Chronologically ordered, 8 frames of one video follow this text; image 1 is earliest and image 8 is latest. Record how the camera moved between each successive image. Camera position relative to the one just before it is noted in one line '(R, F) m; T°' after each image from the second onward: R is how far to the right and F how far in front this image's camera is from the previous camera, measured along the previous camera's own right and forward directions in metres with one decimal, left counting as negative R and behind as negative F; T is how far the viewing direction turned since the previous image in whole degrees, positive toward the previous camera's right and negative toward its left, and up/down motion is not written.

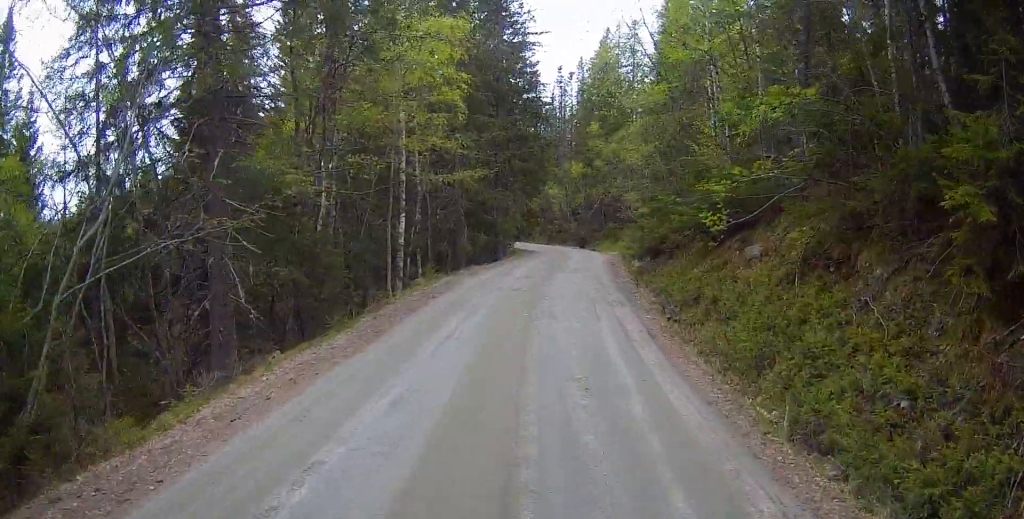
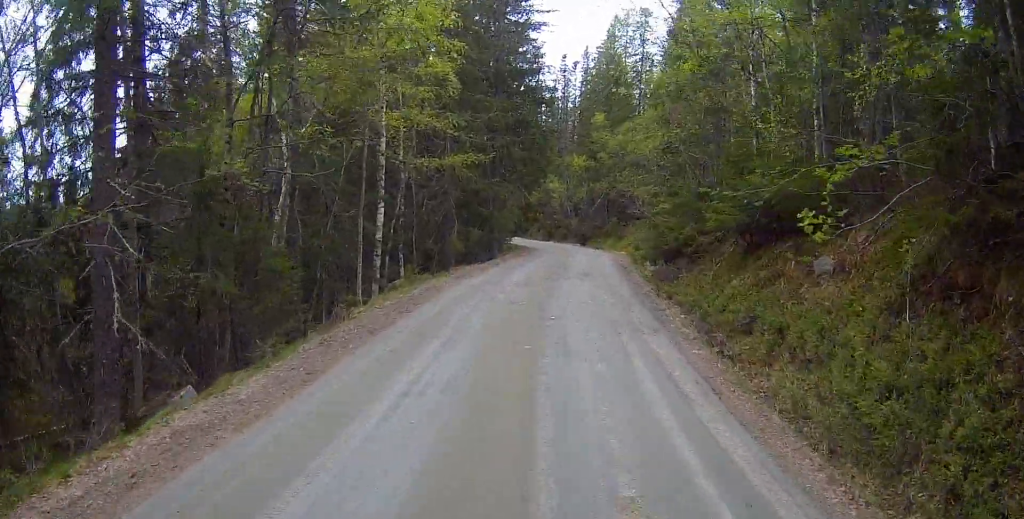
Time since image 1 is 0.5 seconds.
(+0.1, +3.5) m; -1°
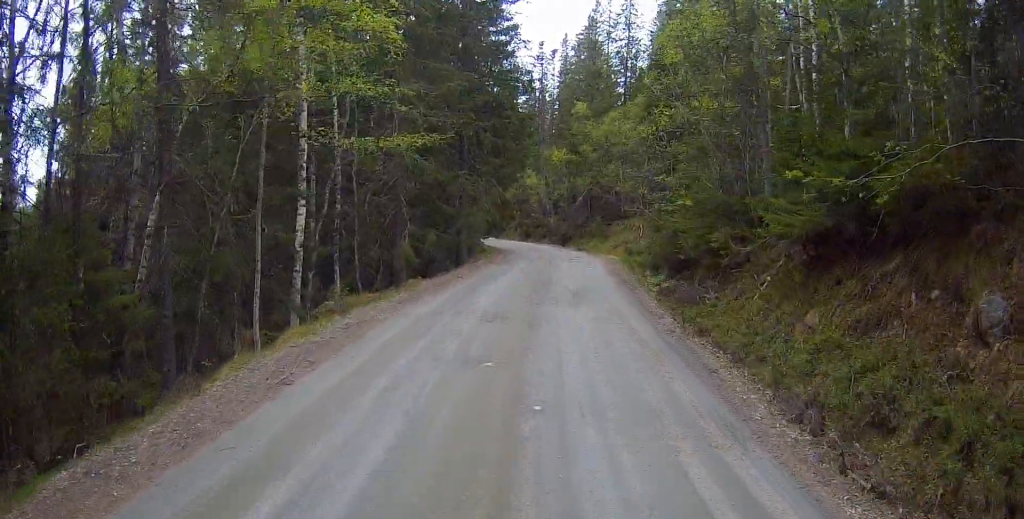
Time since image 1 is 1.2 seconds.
(0.0, +5.3) m; -1°
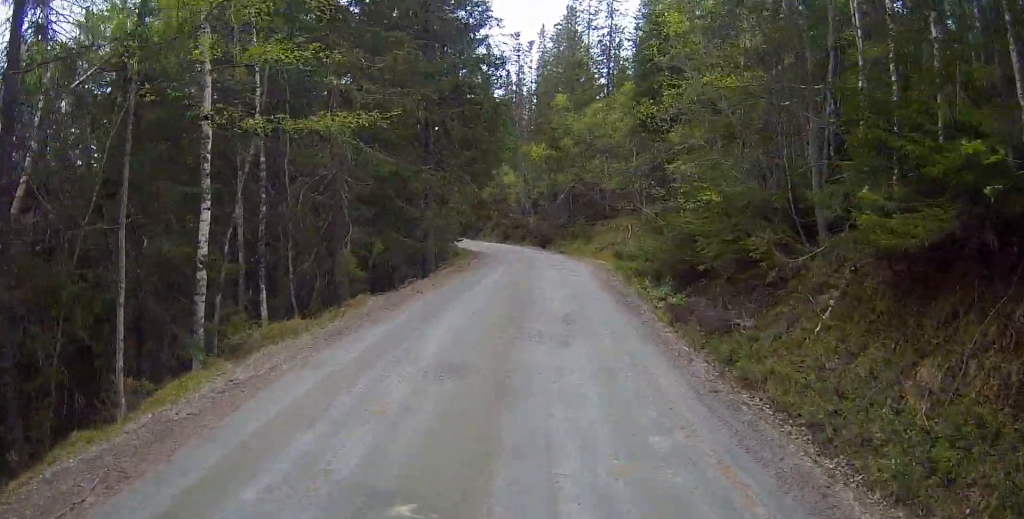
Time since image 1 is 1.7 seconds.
(-0.2, +3.8) m; 0°
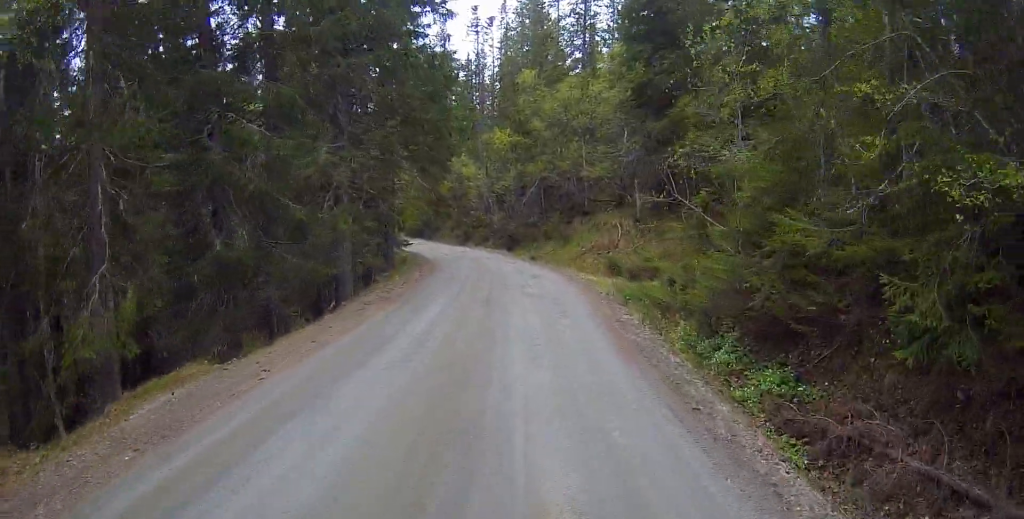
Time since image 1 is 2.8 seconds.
(+0.3, +8.6) m; +2°
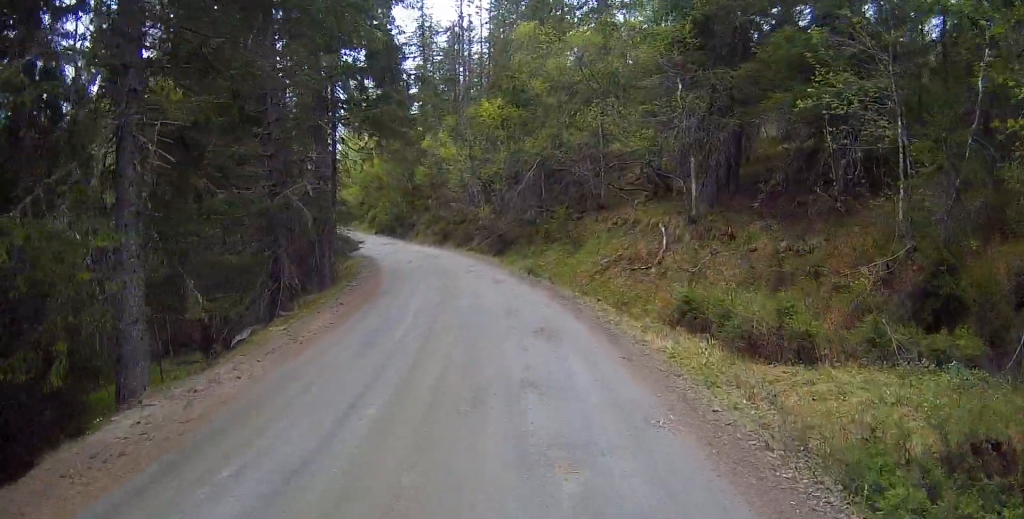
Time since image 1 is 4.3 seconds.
(0.0, +11.7) m; 0°
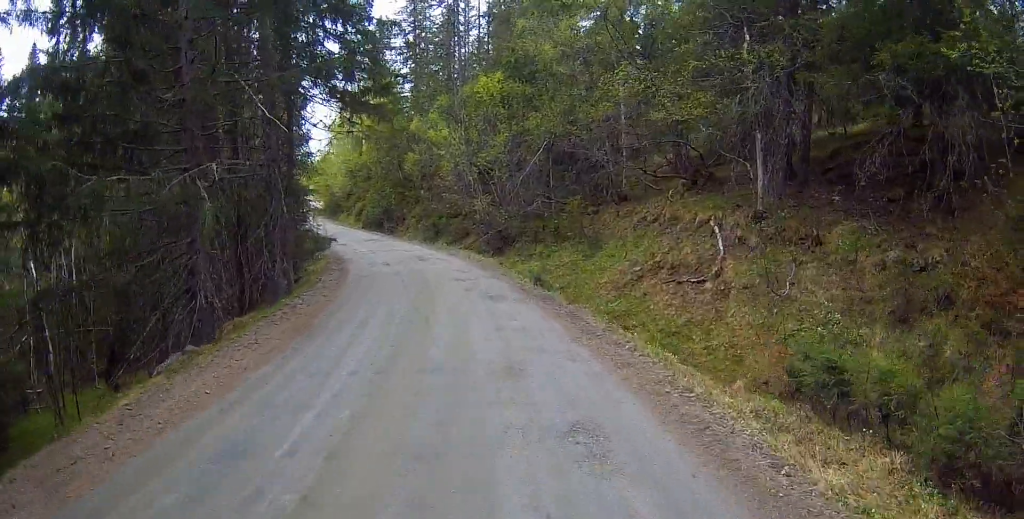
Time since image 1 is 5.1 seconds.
(0.0, +6.1) m; 0°
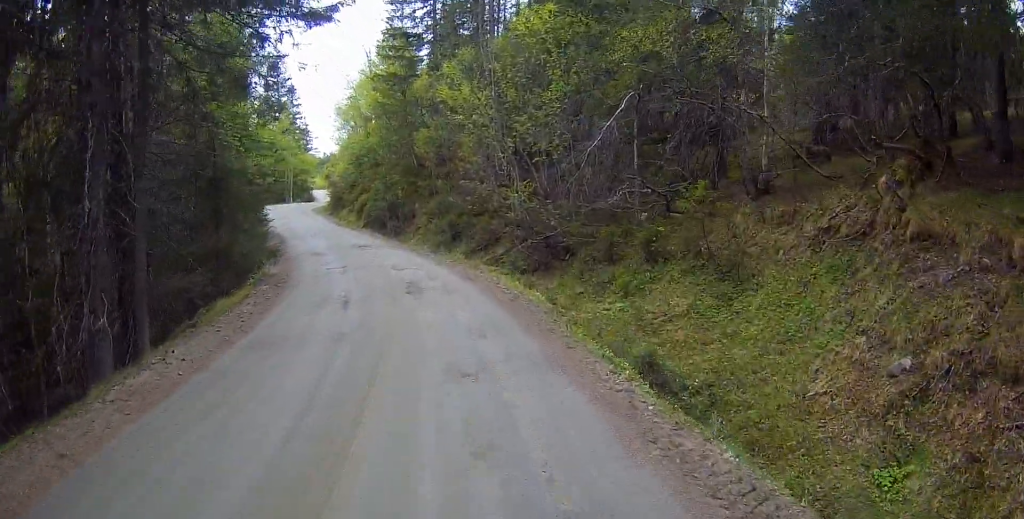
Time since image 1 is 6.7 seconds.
(+0.1, +12.0) m; -2°
